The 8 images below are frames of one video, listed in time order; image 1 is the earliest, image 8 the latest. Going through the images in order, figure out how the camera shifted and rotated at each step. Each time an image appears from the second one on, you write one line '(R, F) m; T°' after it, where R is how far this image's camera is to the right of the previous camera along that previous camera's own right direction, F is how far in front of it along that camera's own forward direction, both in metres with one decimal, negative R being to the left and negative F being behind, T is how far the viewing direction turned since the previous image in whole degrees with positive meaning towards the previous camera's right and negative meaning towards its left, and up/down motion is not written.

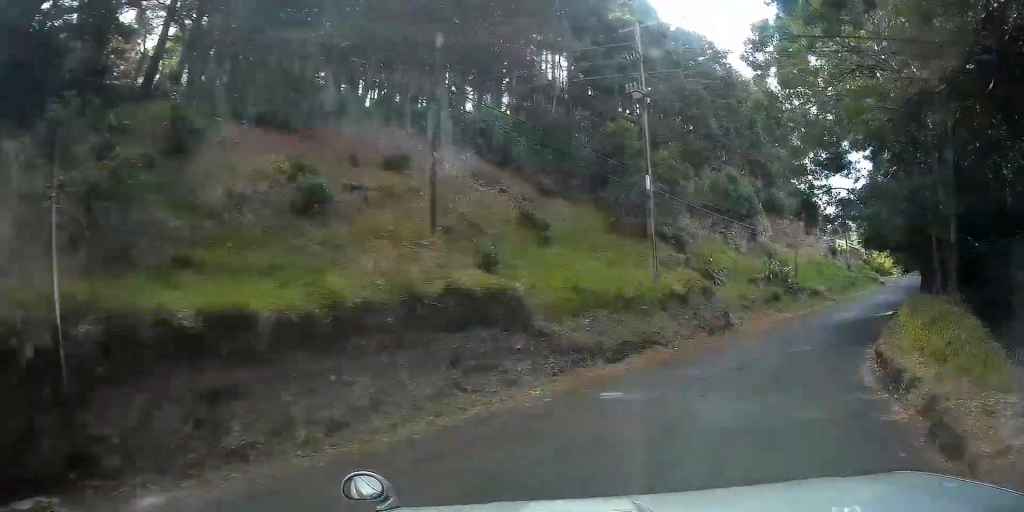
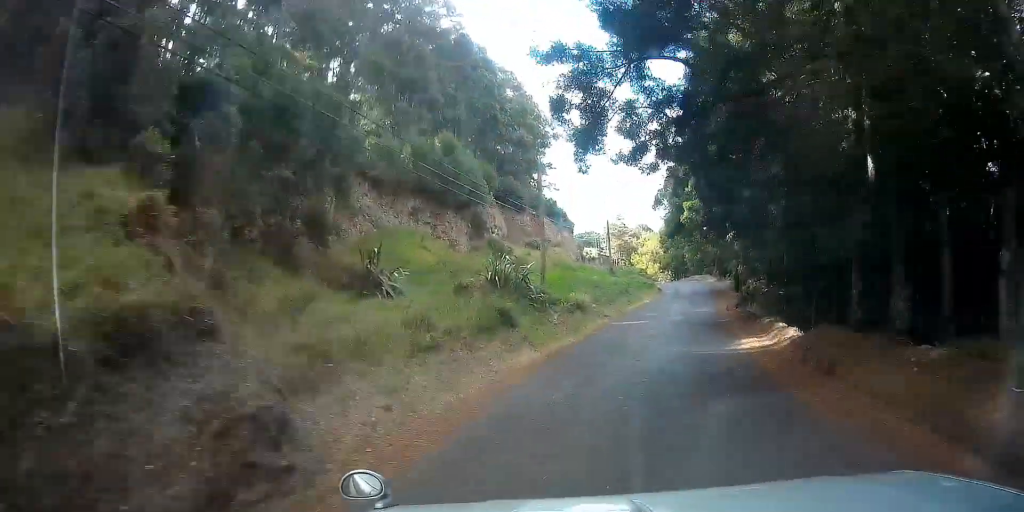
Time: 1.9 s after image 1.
(+2.2, +16.0) m; +12°
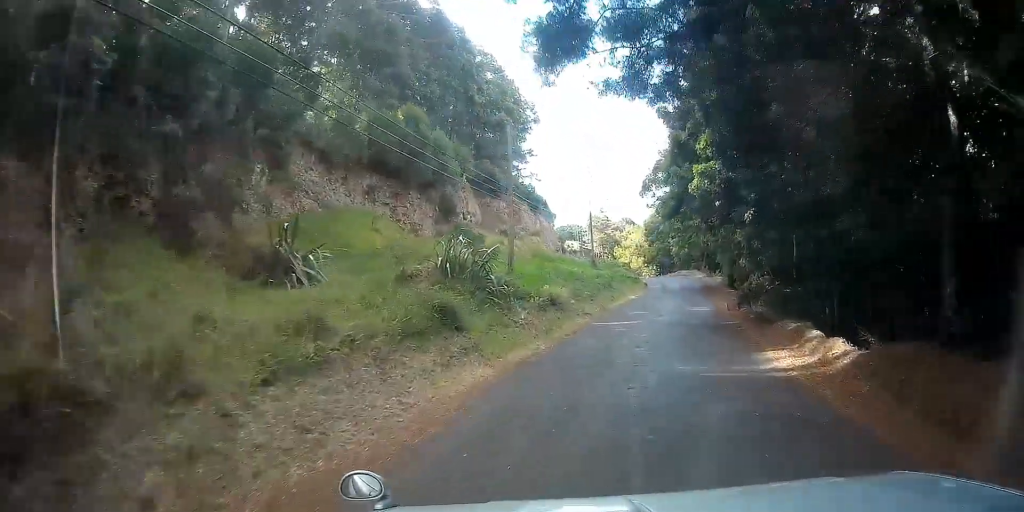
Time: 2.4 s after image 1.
(0.0, +4.2) m; +2°
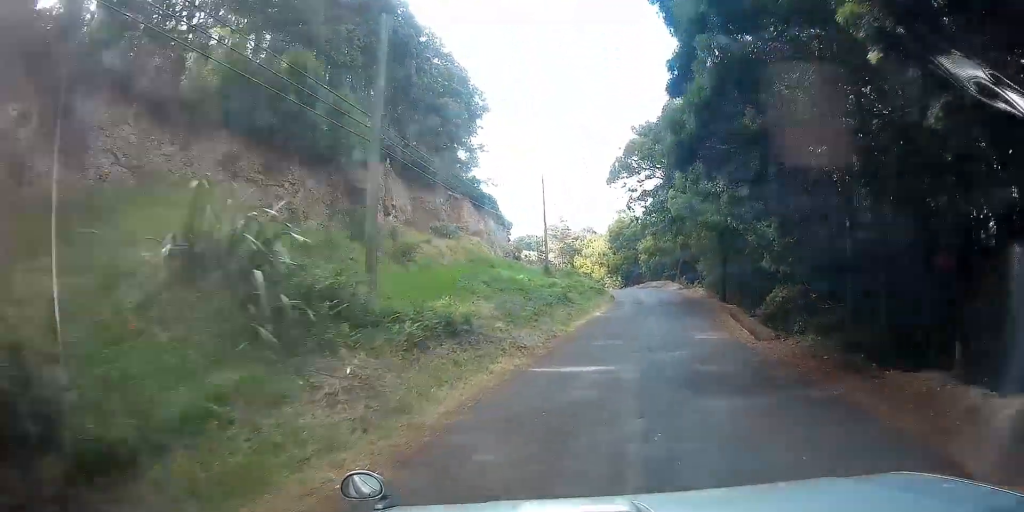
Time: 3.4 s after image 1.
(+0.4, +9.3) m; +10°
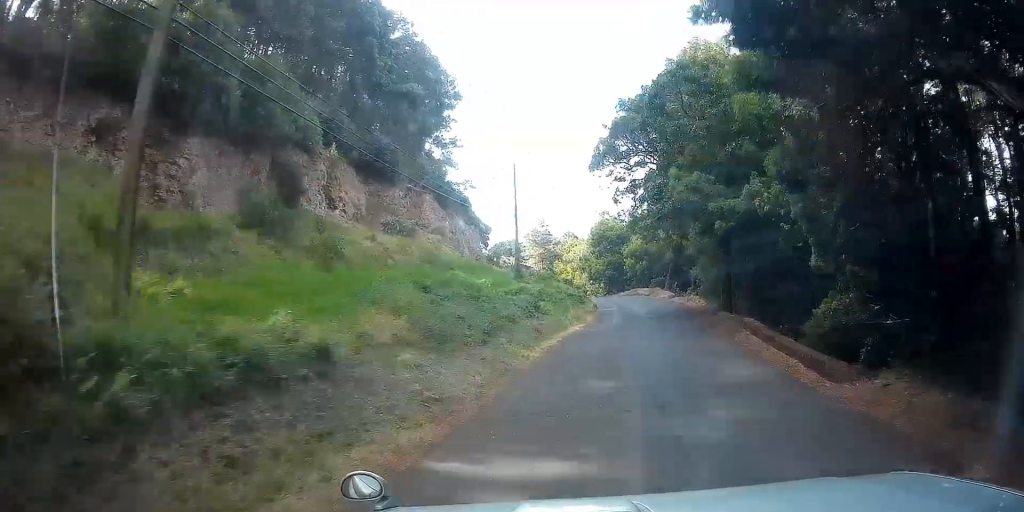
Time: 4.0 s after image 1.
(+0.5, +5.6) m; +8°
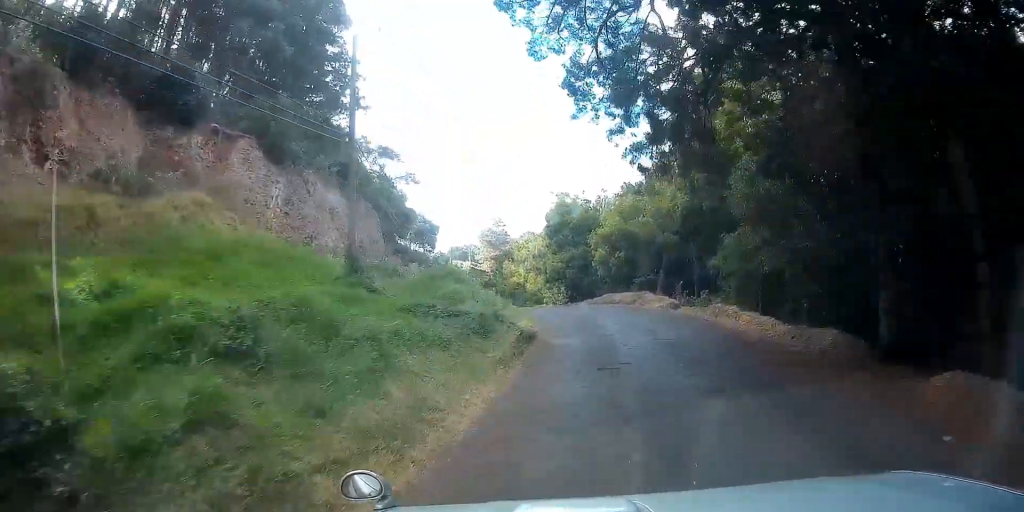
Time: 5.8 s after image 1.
(+3.9, +19.1) m; +18°
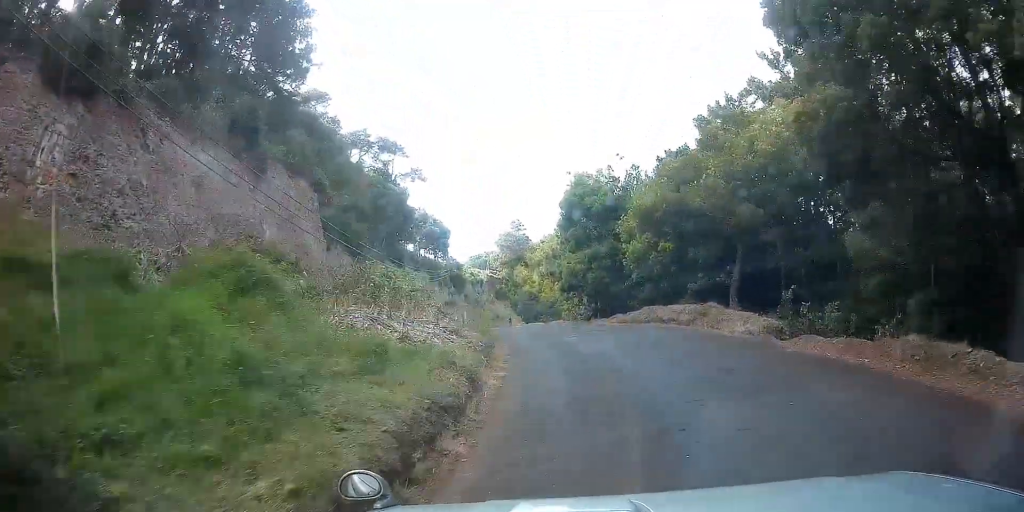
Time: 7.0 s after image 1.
(+0.4, +14.1) m; +1°
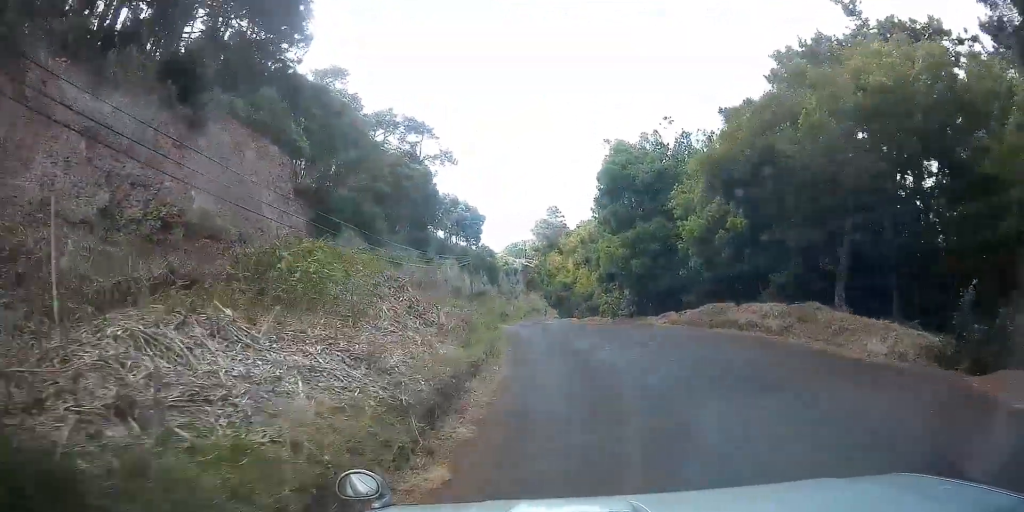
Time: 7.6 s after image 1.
(0.0, +7.4) m; -2°
